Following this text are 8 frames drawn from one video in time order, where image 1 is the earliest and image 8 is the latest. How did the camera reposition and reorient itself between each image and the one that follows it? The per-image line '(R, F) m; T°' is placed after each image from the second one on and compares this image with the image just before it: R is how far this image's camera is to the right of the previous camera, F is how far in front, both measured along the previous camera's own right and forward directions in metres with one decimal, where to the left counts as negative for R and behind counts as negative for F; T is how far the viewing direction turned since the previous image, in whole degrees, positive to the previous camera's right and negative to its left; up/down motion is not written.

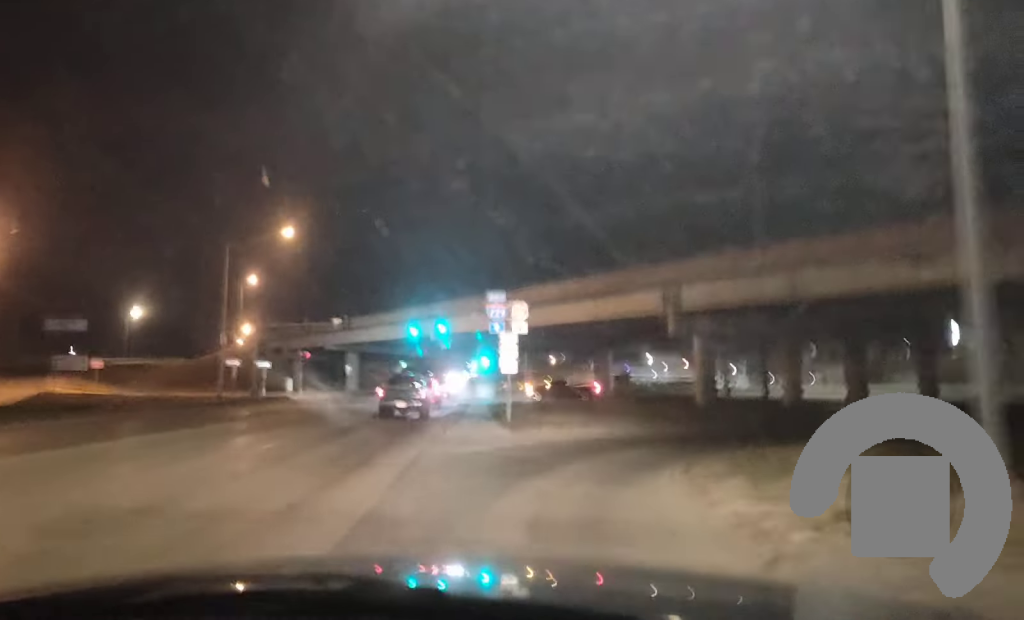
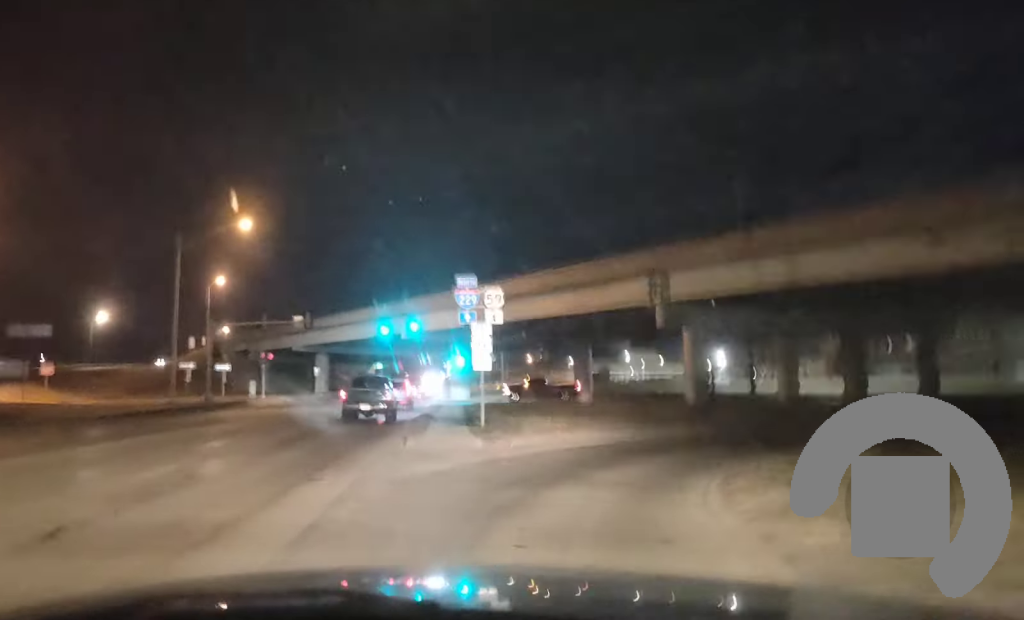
(0.0, +4.9) m; +1°
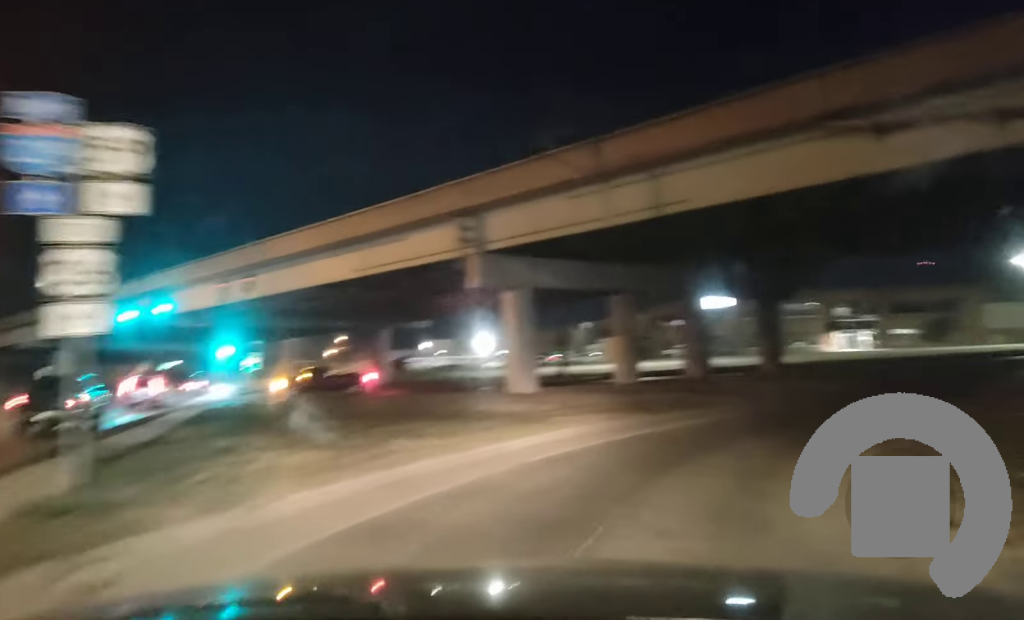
(+1.4, +16.9) m; +13°
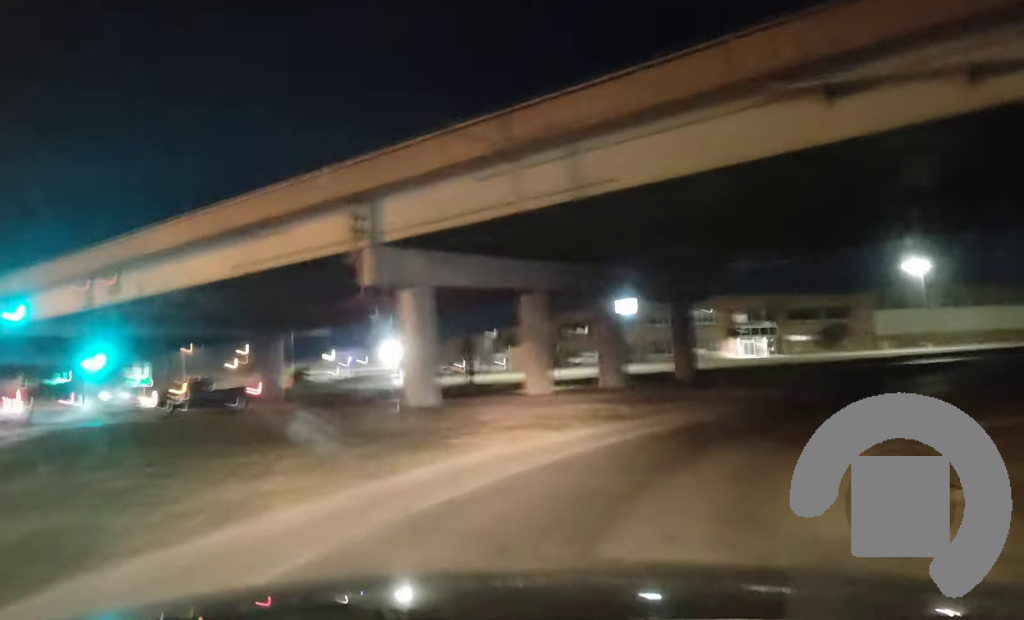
(+0.3, +4.7) m; +4°
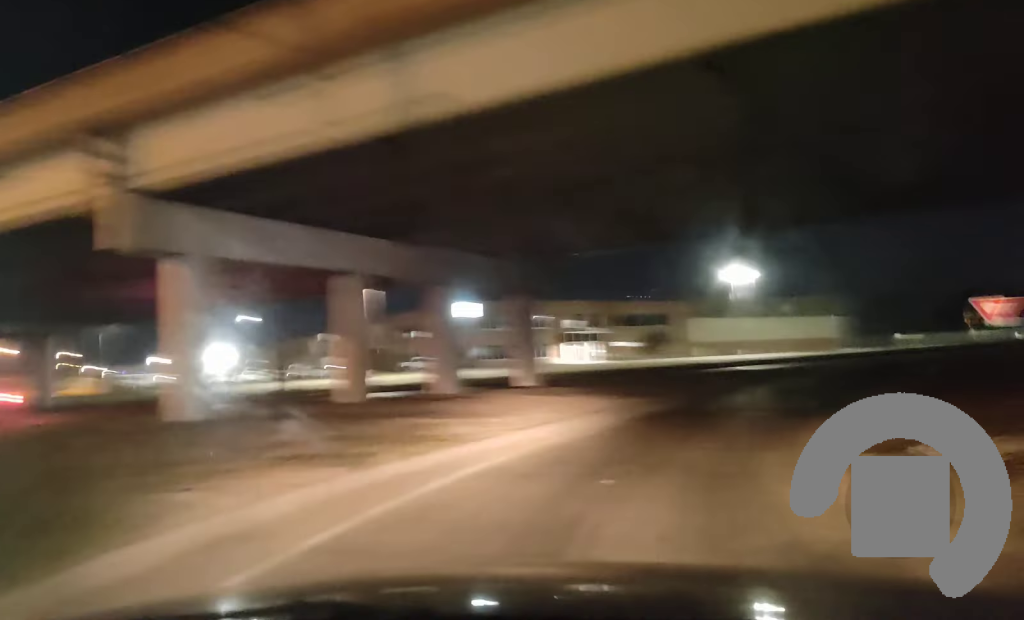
(+0.5, +8.1) m; +10°
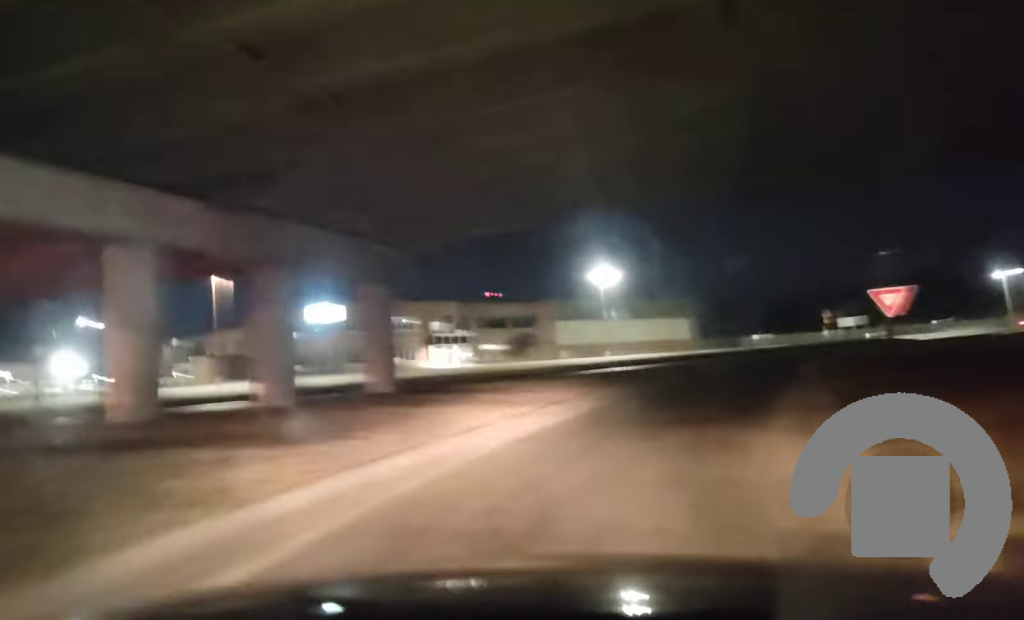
(+0.7, +7.2) m; +10°
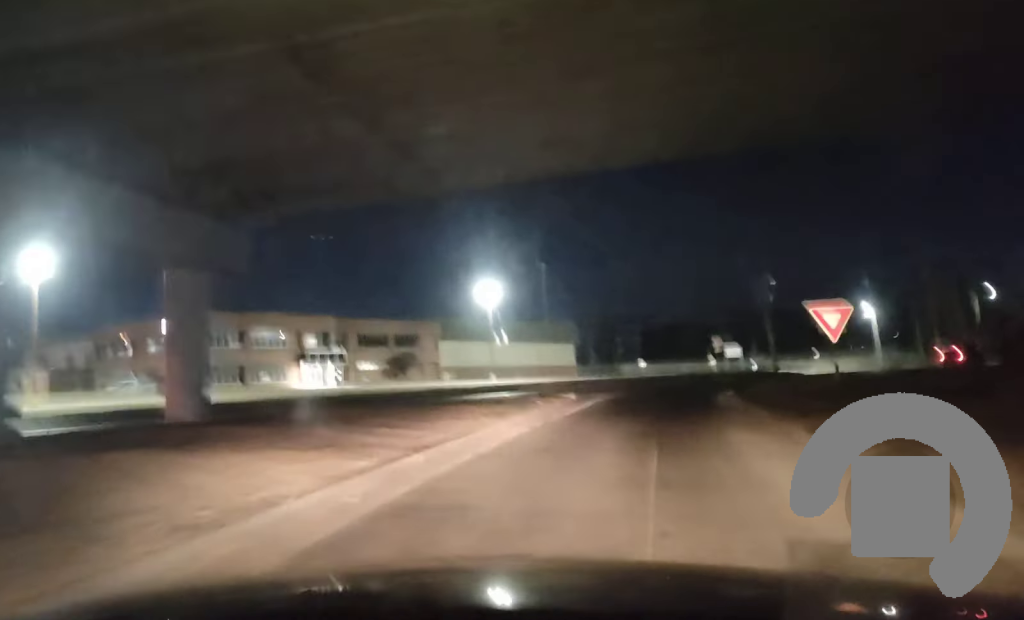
(+0.9, +8.5) m; +9°
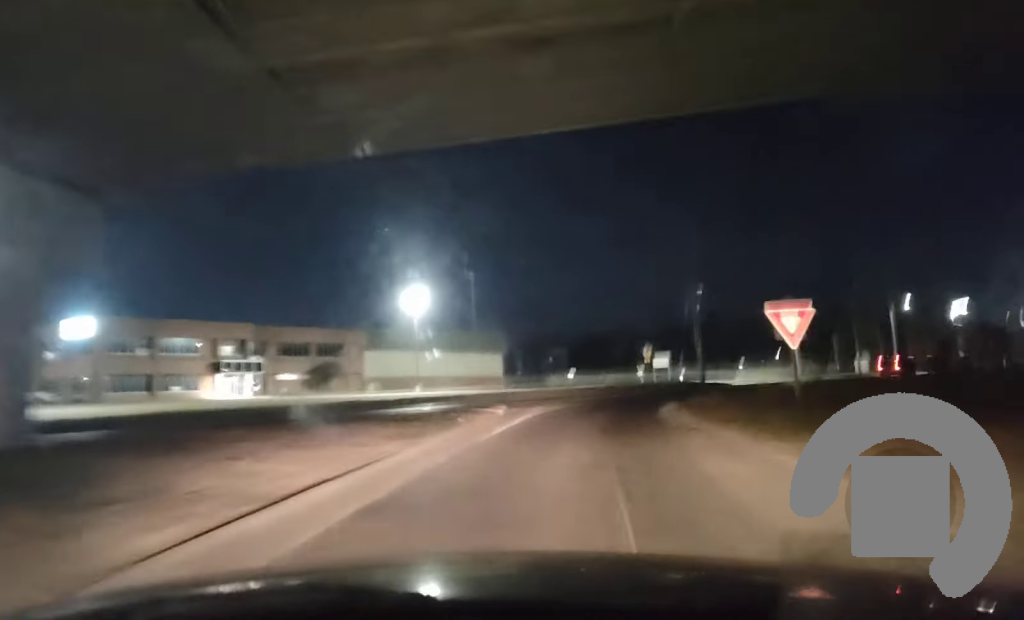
(+0.1, +4.7) m; +4°
